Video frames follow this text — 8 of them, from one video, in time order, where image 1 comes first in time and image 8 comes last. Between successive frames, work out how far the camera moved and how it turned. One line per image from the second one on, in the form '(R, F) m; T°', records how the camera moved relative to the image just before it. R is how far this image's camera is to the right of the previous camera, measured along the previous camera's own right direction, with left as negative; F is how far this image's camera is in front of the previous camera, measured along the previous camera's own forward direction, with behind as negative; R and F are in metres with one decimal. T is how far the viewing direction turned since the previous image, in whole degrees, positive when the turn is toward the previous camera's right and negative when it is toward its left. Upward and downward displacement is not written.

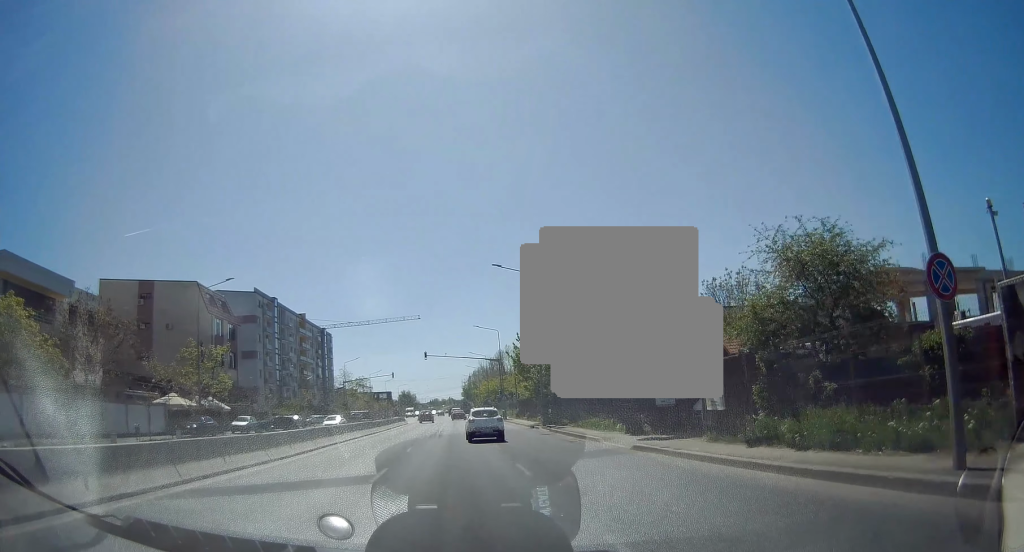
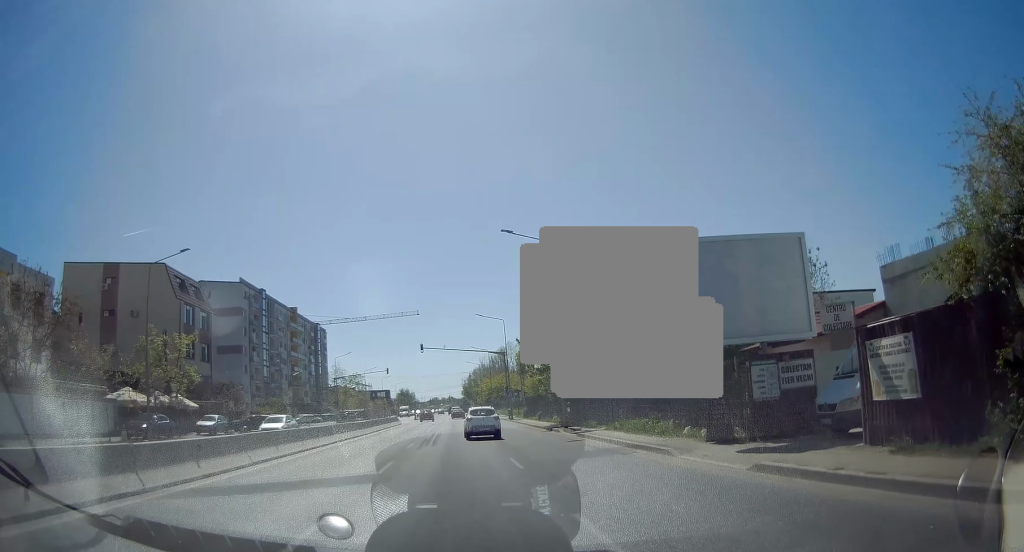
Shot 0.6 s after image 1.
(0.0, +7.6) m; 0°
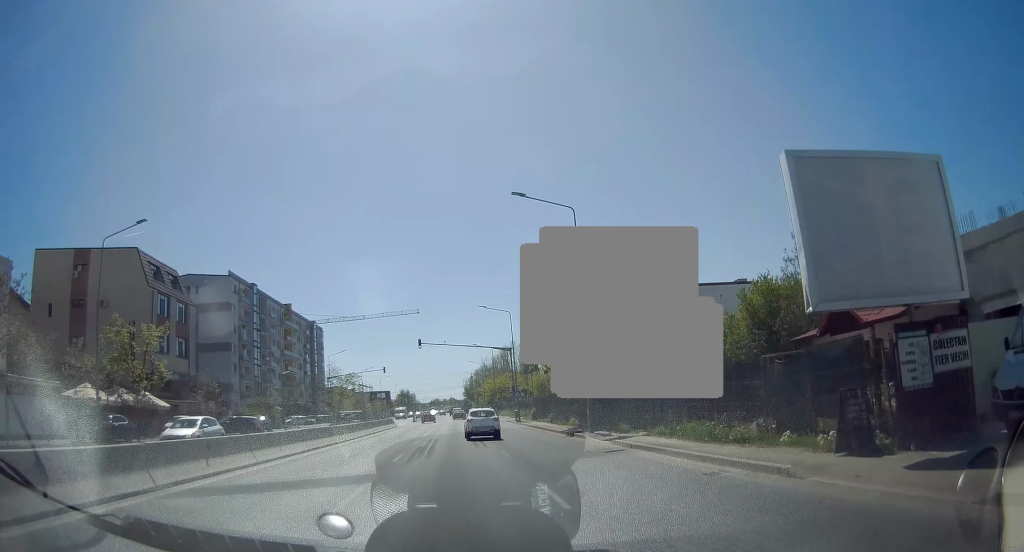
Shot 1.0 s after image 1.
(0.0, +5.5) m; +1°
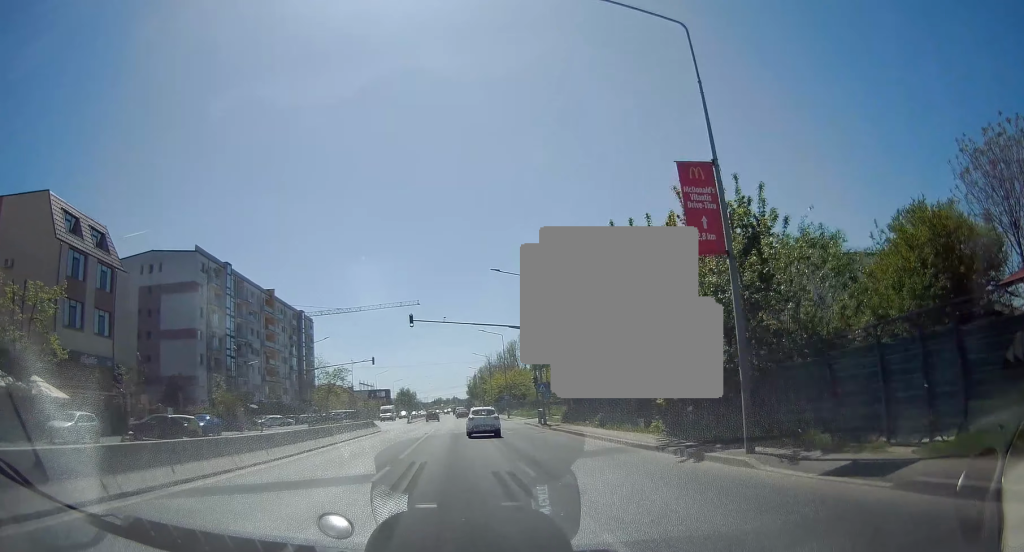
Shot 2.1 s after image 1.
(+0.2, +13.4) m; 0°
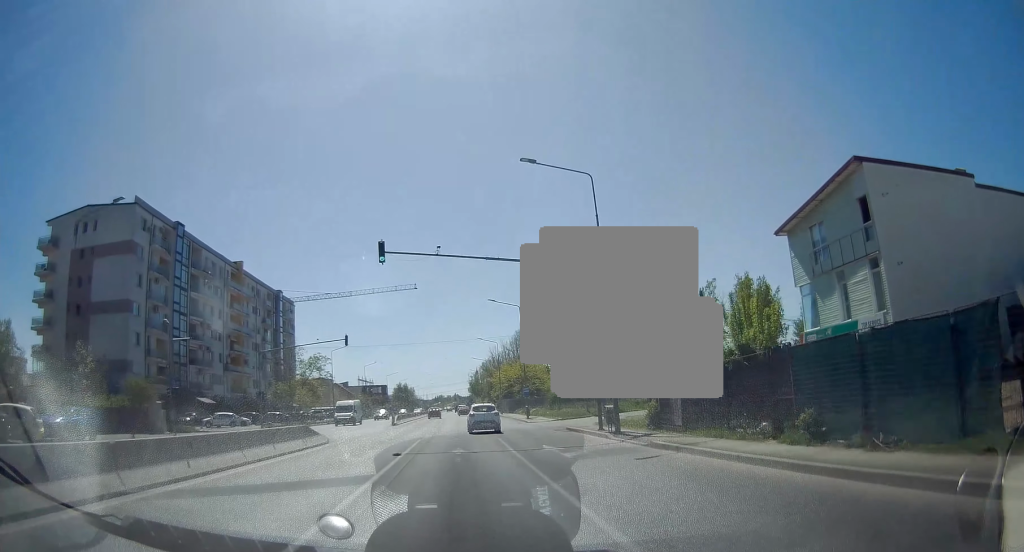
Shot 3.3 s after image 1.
(-0.4, +17.2) m; -1°
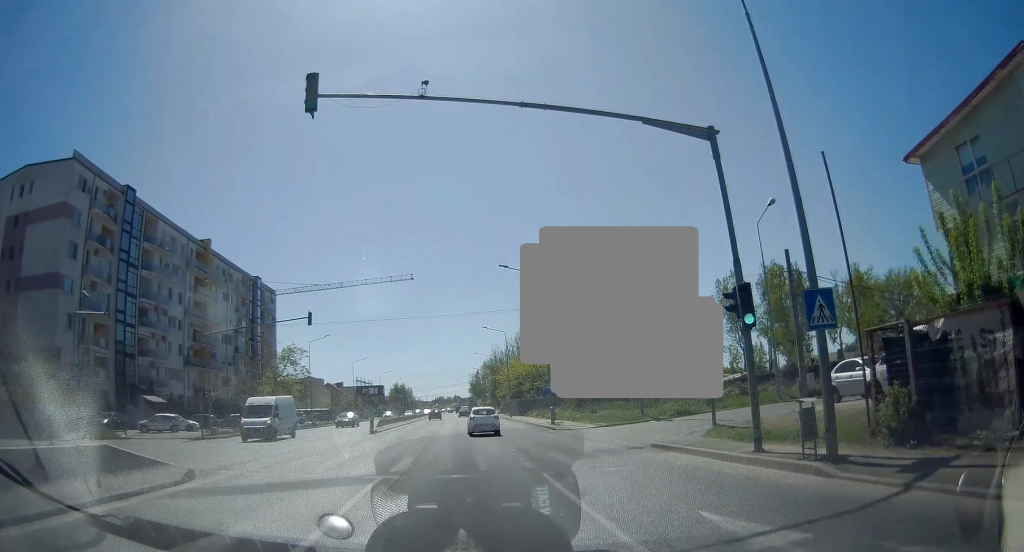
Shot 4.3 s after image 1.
(+0.3, +13.1) m; 0°
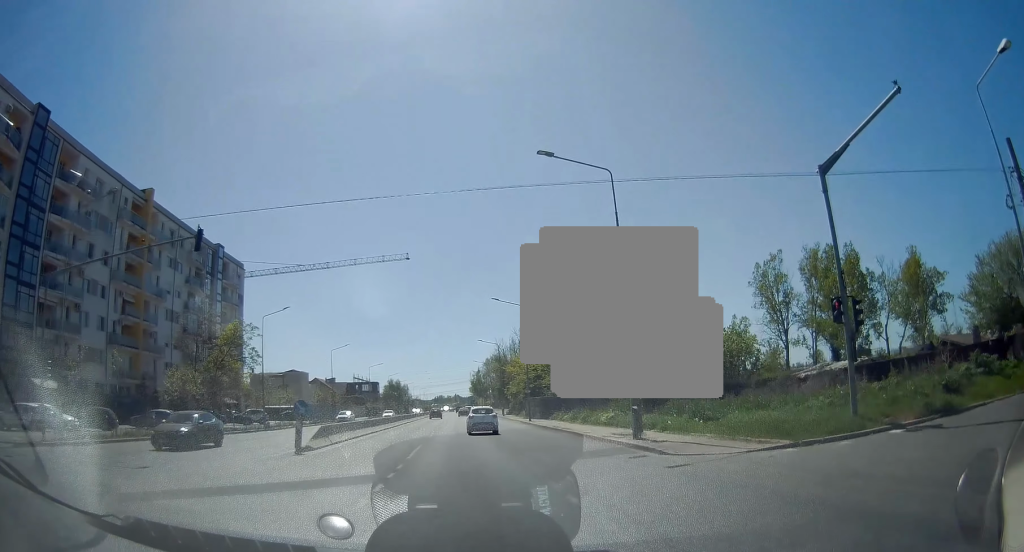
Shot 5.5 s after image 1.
(-0.3, +18.1) m; 0°
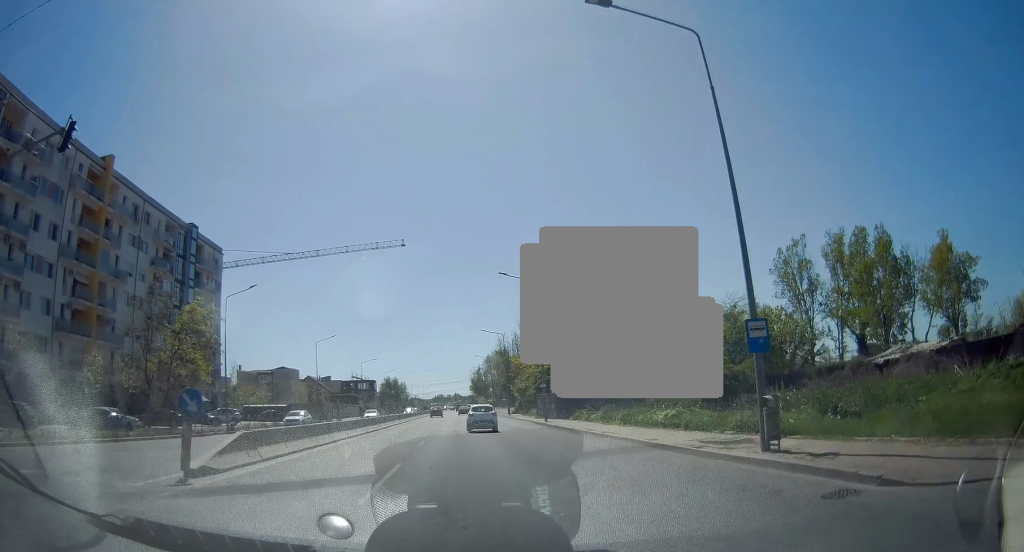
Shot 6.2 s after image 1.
(+0.1, +9.1) m; 0°
